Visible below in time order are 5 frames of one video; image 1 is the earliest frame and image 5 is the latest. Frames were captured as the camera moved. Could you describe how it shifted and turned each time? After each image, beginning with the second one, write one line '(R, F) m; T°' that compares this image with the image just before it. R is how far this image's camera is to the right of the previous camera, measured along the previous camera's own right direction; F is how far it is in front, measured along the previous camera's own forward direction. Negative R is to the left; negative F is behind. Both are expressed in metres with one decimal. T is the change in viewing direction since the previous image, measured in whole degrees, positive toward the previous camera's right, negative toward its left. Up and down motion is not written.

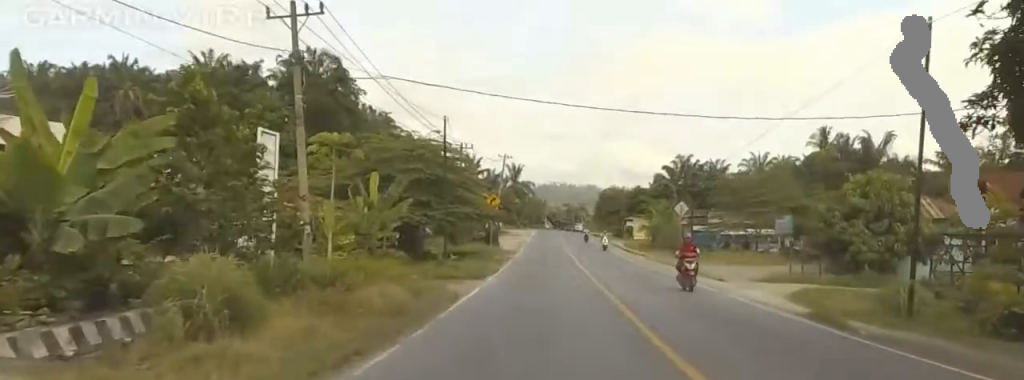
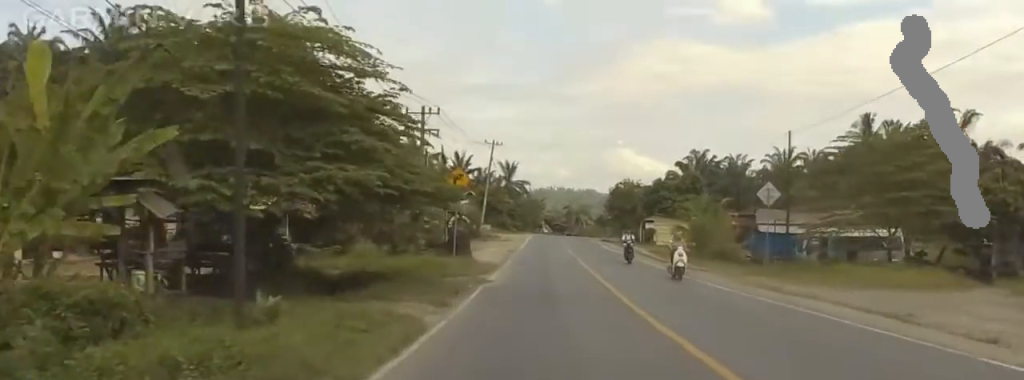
(-0.5, +22.8) m; +4°
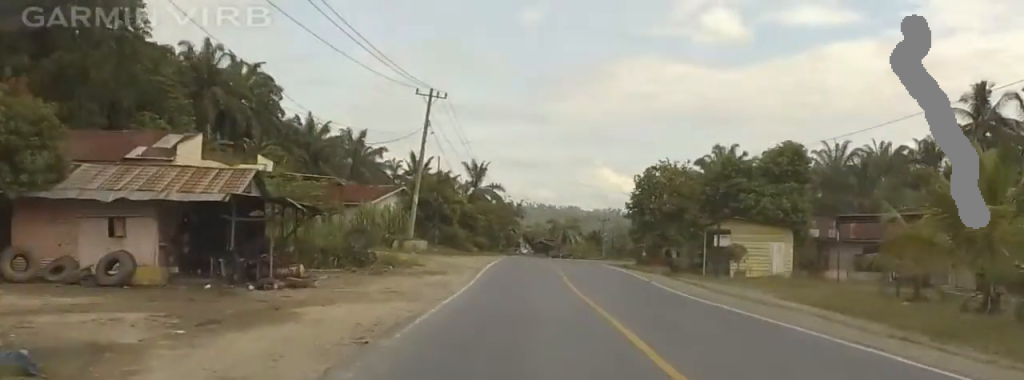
(+6.7, +40.3) m; +13°
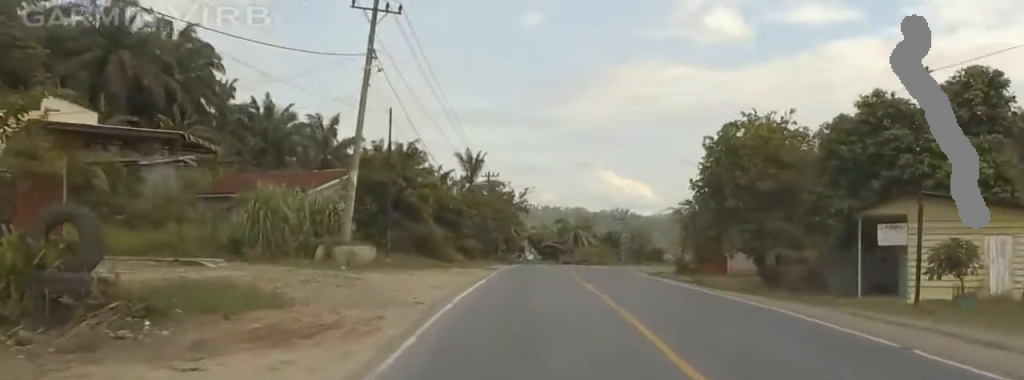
(-0.5, +20.3) m; 0°
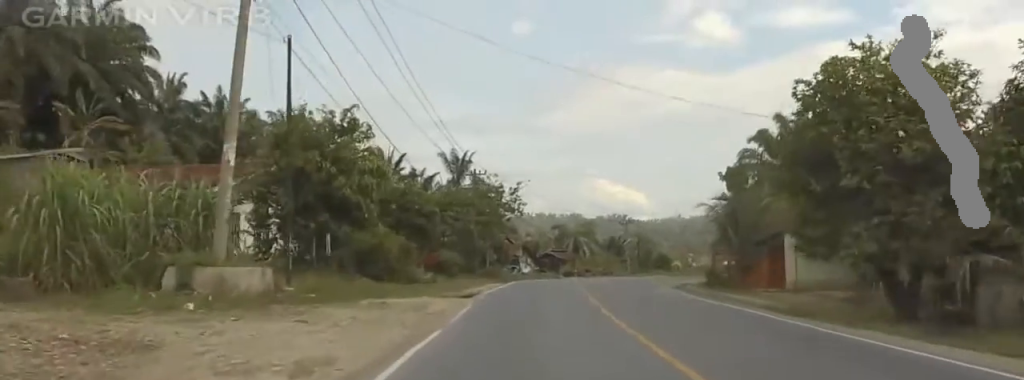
(+0.5, +13.1) m; 0°
